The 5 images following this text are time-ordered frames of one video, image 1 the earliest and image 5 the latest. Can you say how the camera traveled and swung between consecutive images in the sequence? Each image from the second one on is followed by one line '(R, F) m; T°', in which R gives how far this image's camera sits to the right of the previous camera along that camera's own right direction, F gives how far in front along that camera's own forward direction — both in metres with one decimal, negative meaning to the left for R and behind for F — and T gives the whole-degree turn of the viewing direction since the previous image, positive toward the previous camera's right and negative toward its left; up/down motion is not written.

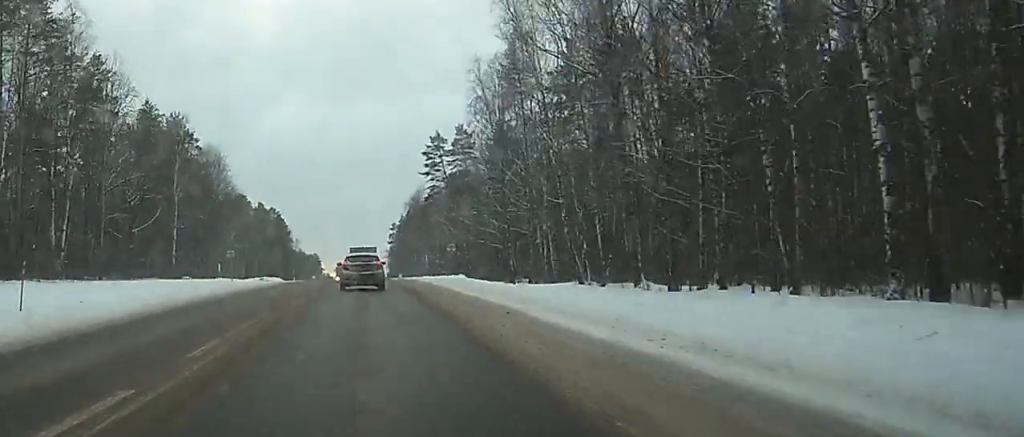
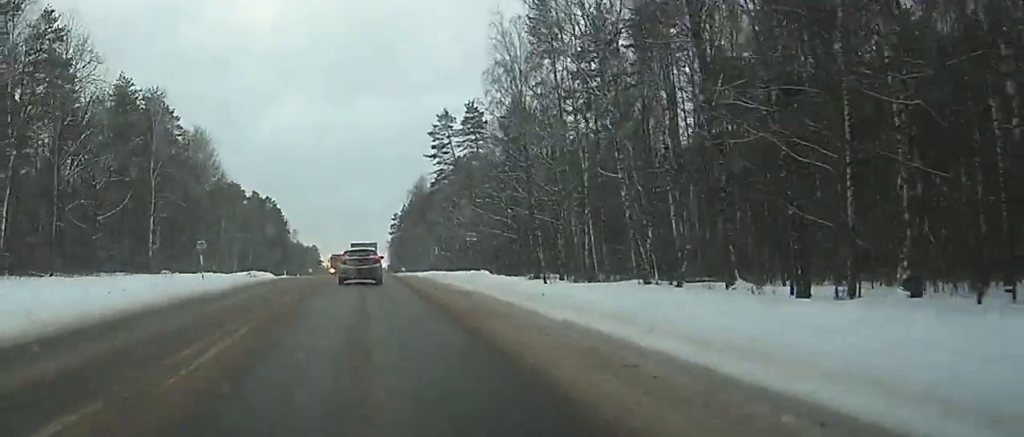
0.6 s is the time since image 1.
(0.0, +12.5) m; 0°
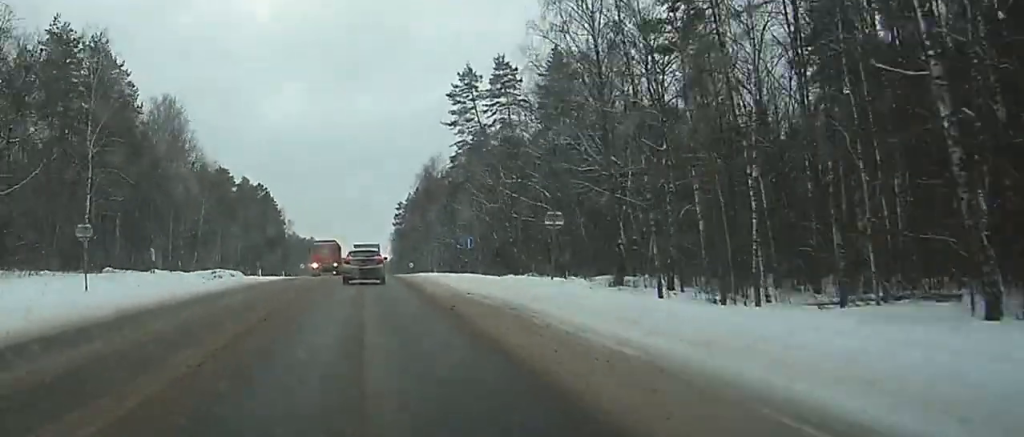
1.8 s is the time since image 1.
(-0.1, +23.7) m; 0°
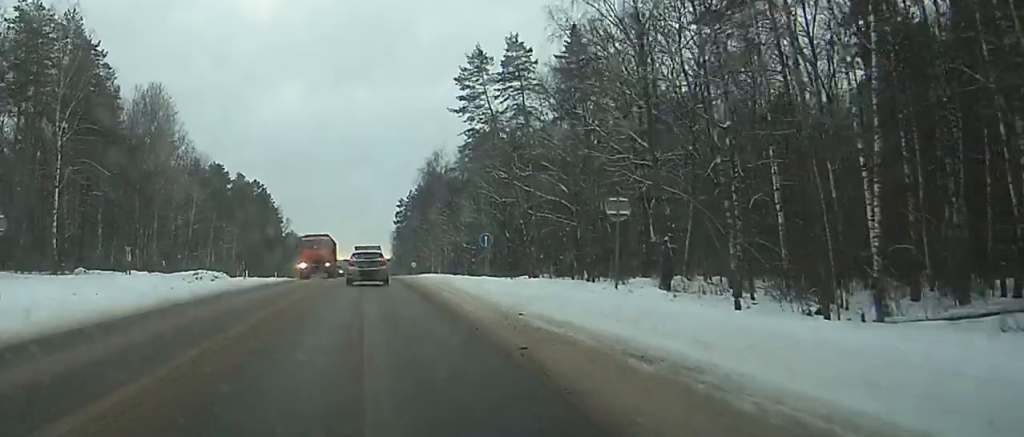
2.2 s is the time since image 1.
(0.0, +8.0) m; 0°
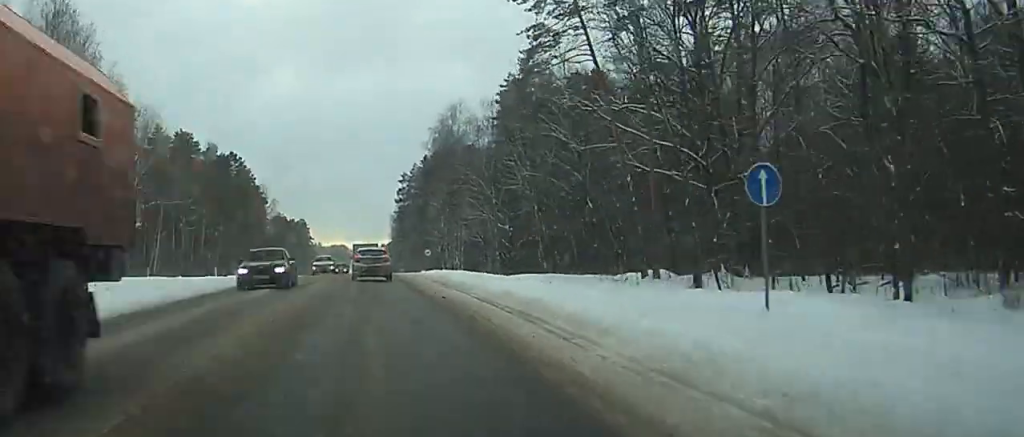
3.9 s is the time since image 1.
(0.0, +34.5) m; 0°
